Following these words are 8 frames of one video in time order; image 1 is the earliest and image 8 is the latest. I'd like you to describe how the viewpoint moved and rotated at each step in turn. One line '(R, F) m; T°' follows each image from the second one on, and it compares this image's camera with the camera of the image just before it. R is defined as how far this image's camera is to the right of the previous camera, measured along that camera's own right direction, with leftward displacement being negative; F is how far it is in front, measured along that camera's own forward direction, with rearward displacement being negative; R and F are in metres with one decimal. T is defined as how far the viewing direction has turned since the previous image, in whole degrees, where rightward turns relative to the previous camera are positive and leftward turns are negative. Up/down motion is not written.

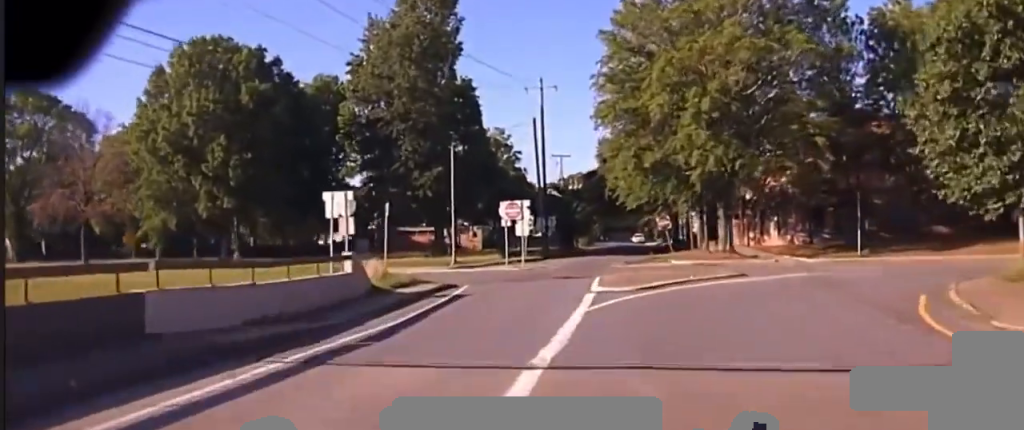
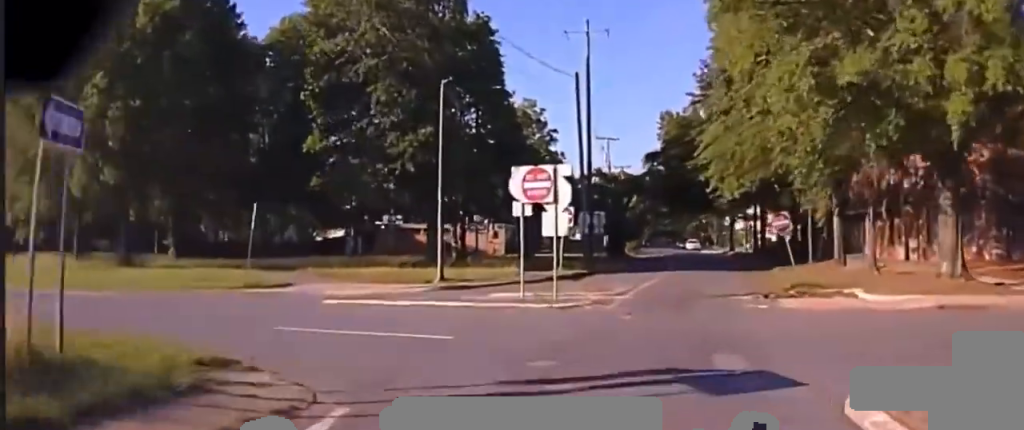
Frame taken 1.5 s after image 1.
(-0.1, +22.2) m; -5°
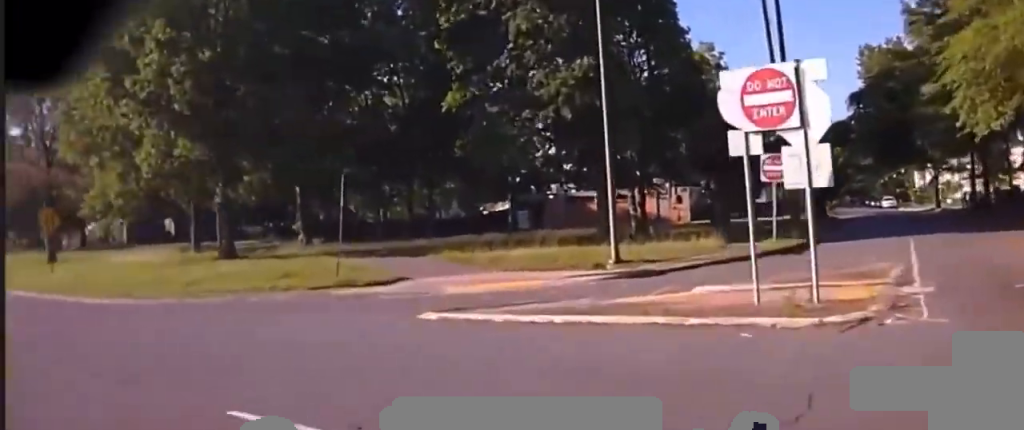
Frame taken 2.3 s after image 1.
(-0.6, +10.1) m; -11°
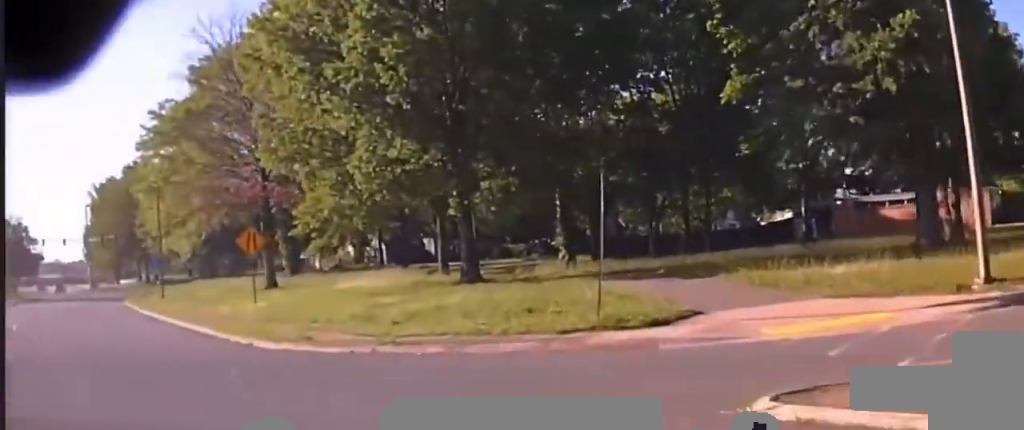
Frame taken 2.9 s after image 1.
(-0.3, +7.7) m; -13°
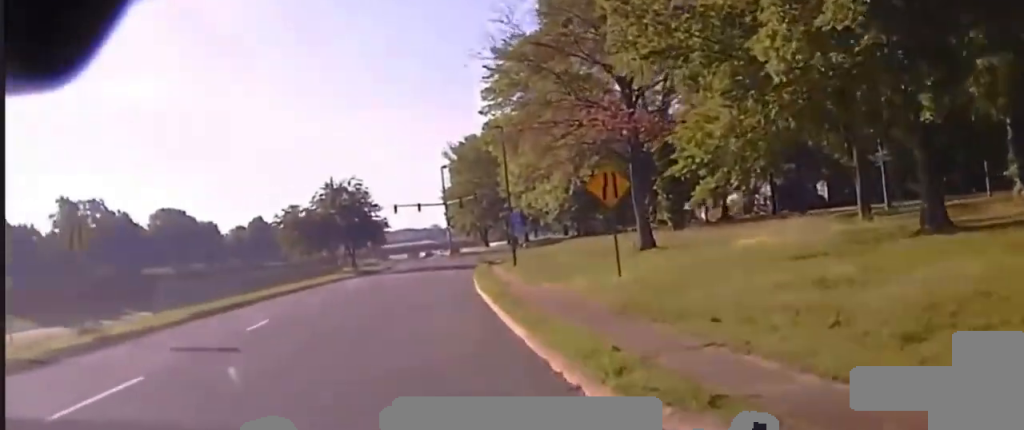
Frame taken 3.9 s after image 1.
(-2.4, +10.4) m; -22°
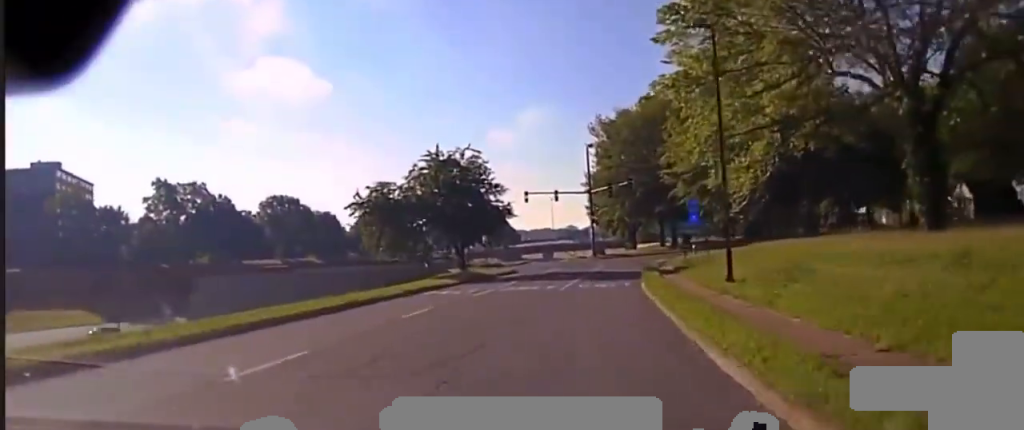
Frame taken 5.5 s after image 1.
(-4.3, +20.5) m; -15°
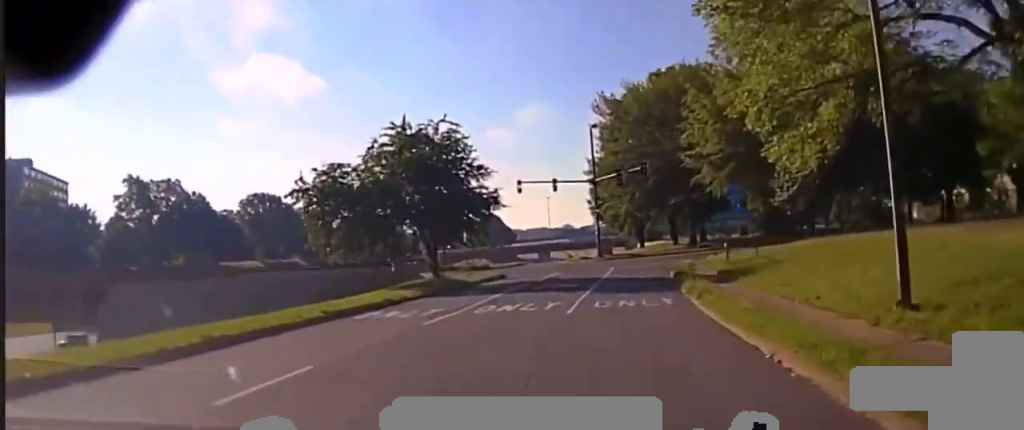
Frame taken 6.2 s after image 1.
(-0.3, +14.0) m; -1°
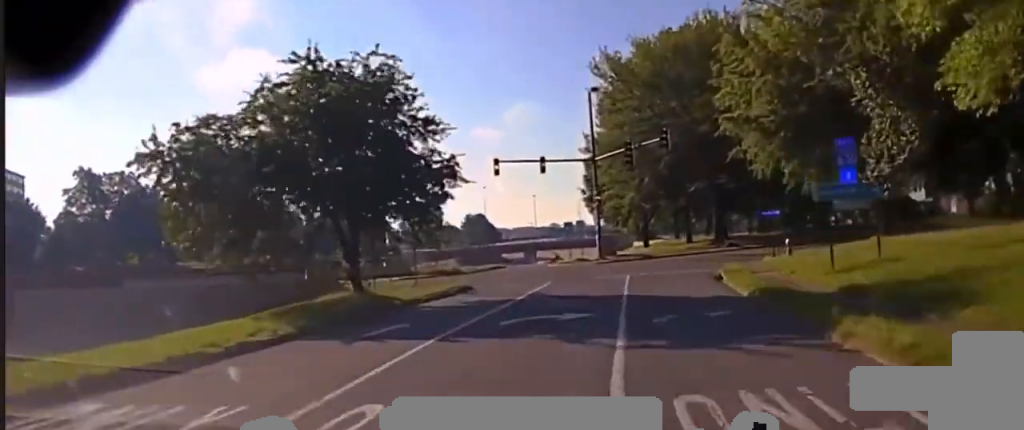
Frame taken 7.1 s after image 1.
(0.0, +18.7) m; +1°
